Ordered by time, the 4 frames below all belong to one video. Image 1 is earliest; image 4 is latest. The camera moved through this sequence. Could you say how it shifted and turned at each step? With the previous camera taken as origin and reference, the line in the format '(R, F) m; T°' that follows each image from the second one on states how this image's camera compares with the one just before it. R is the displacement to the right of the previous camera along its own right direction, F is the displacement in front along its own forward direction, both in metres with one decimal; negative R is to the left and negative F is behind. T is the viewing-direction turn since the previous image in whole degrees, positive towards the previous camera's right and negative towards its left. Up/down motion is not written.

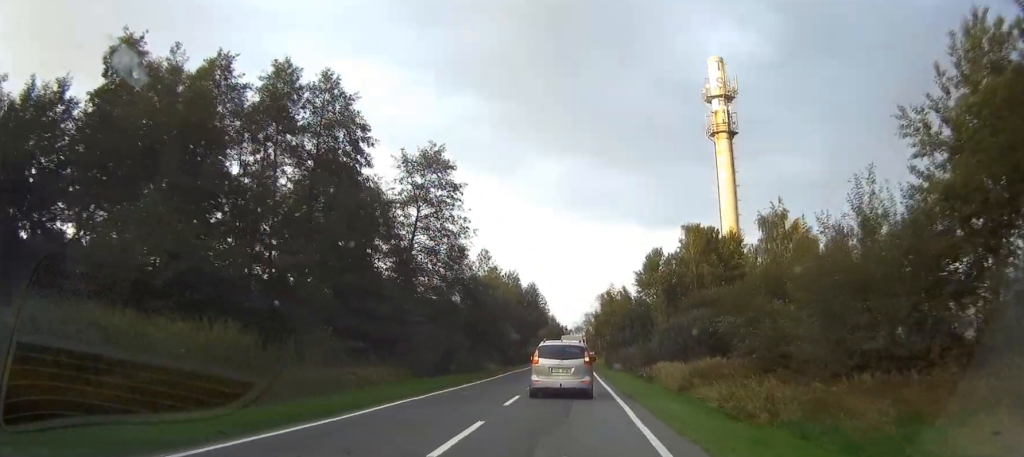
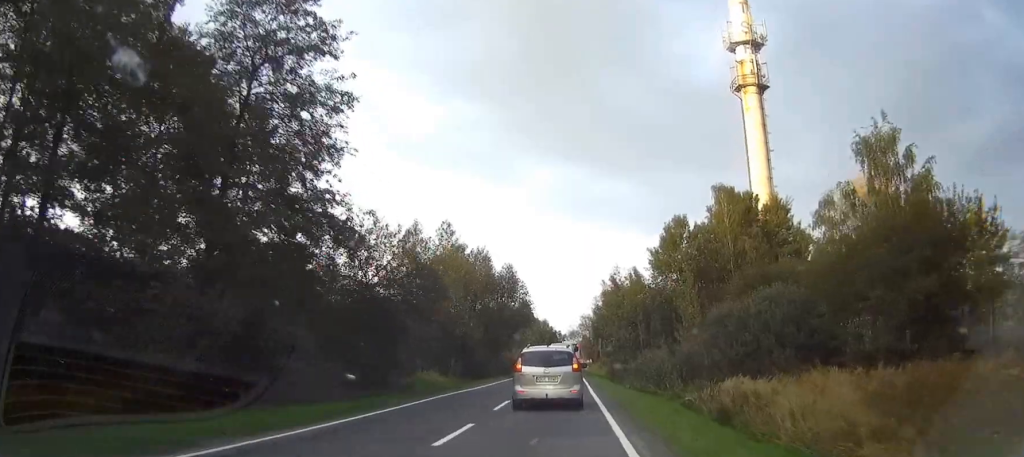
(-0.1, +24.9) m; 0°
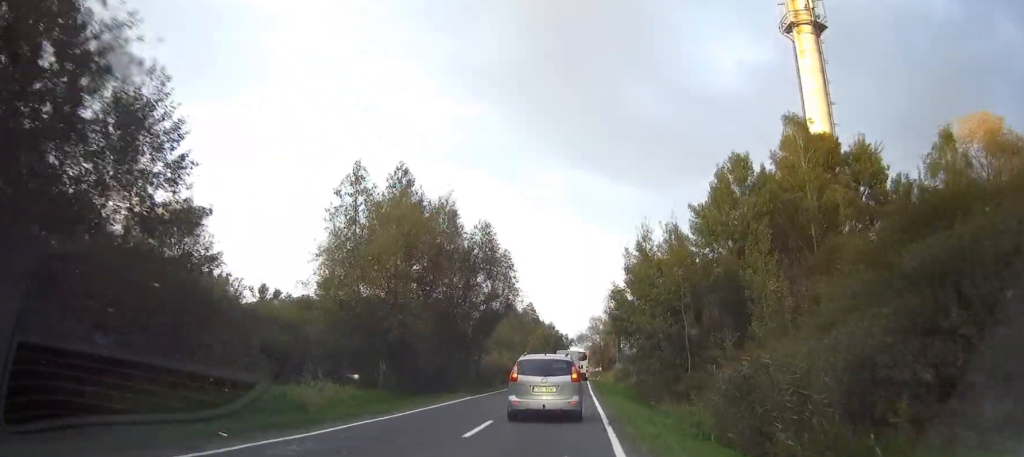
(-0.1, +22.0) m; 0°
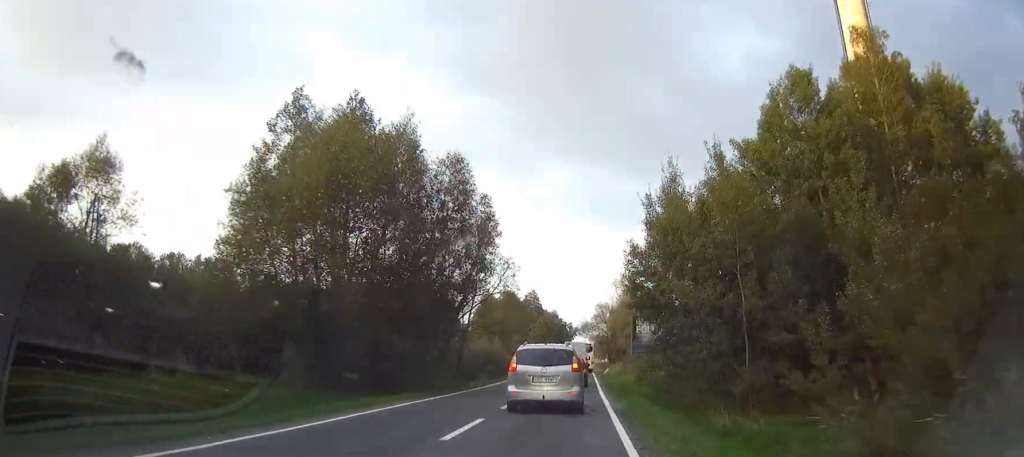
(0.0, +12.4) m; 0°
